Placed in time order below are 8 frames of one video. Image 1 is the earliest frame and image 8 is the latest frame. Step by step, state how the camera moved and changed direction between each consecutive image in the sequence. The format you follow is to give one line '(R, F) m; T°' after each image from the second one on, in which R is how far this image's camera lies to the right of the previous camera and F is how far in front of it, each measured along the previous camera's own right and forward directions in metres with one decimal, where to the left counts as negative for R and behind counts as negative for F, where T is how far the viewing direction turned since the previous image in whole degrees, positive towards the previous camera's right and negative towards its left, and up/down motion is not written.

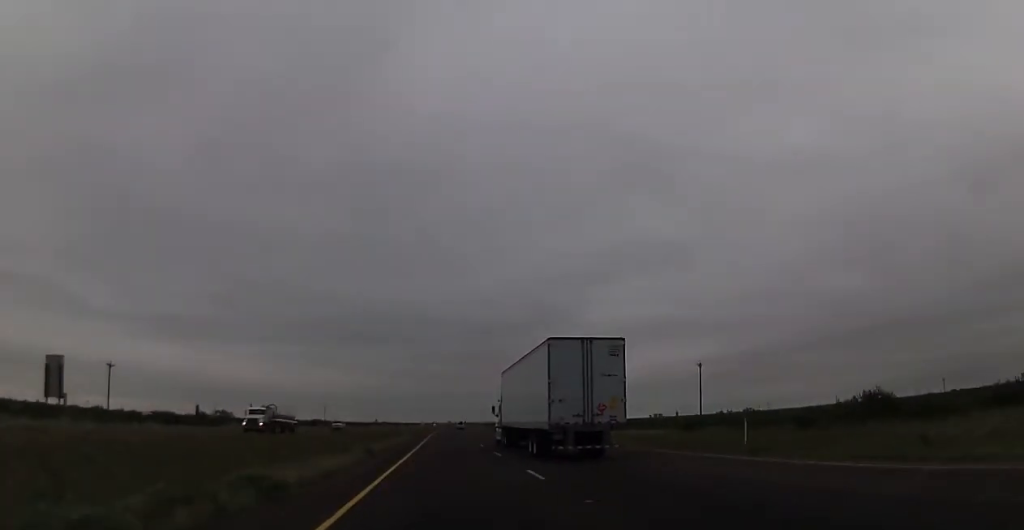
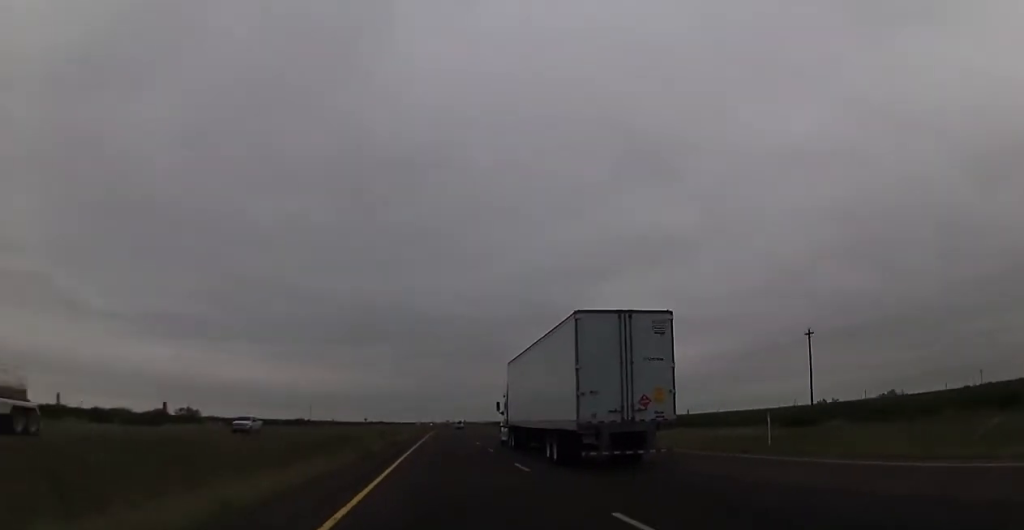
(+0.3, +33.5) m; 0°
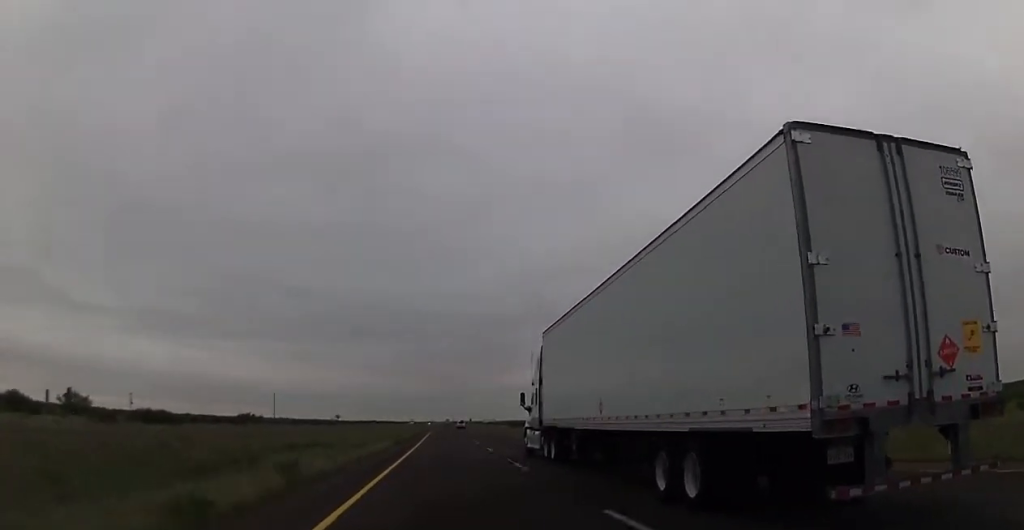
(+0.1, +72.1) m; +1°
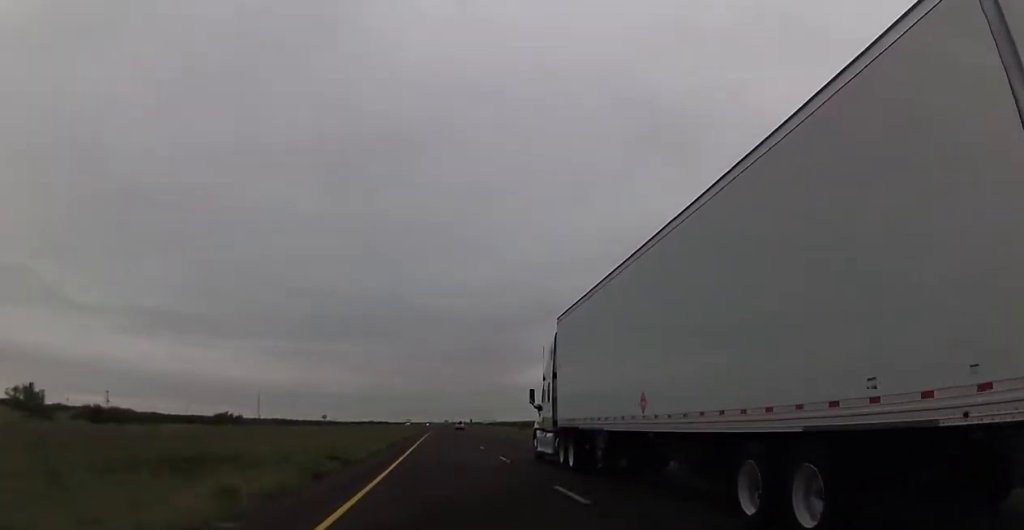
(+0.1, +19.8) m; 0°
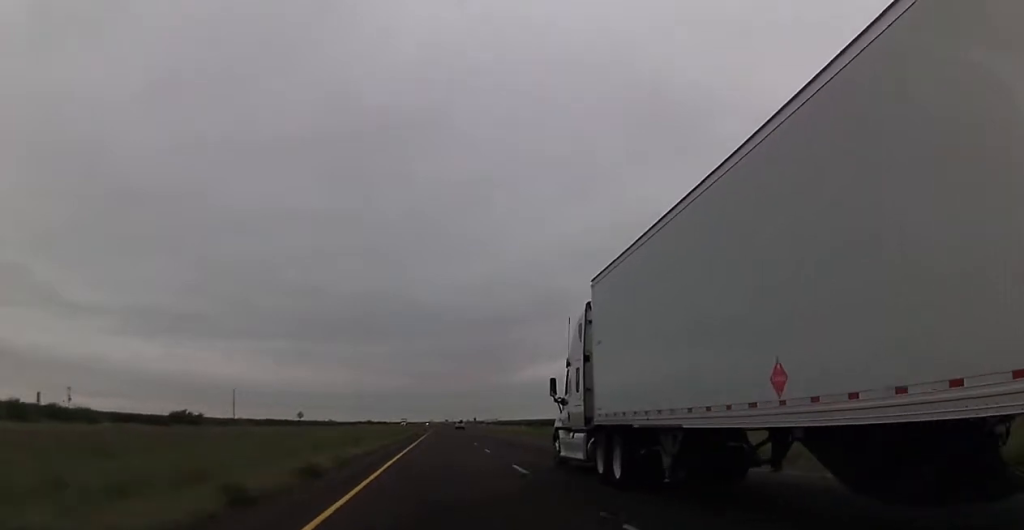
(+0.1, +29.8) m; -1°
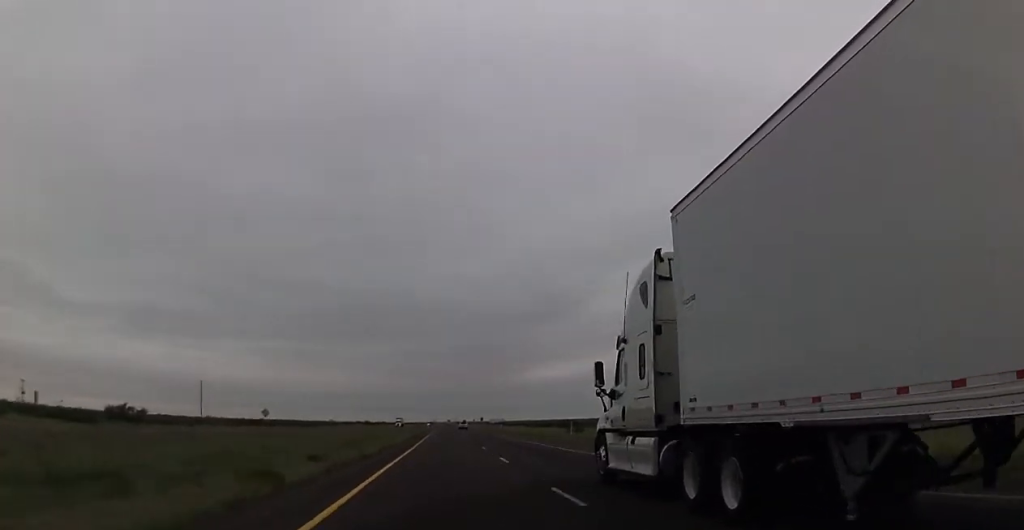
(-0.4, +31.2) m; 0°
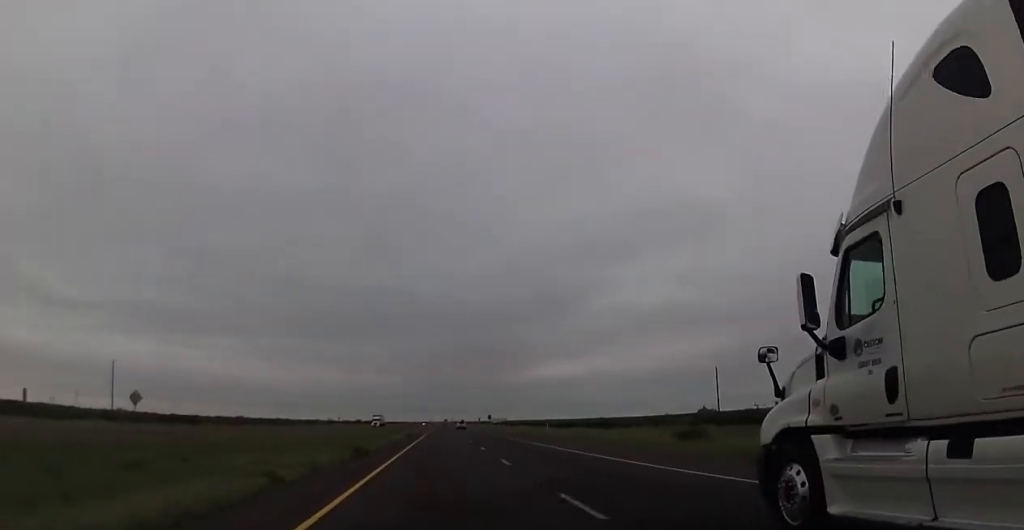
(+0.4, +49.9) m; +1°
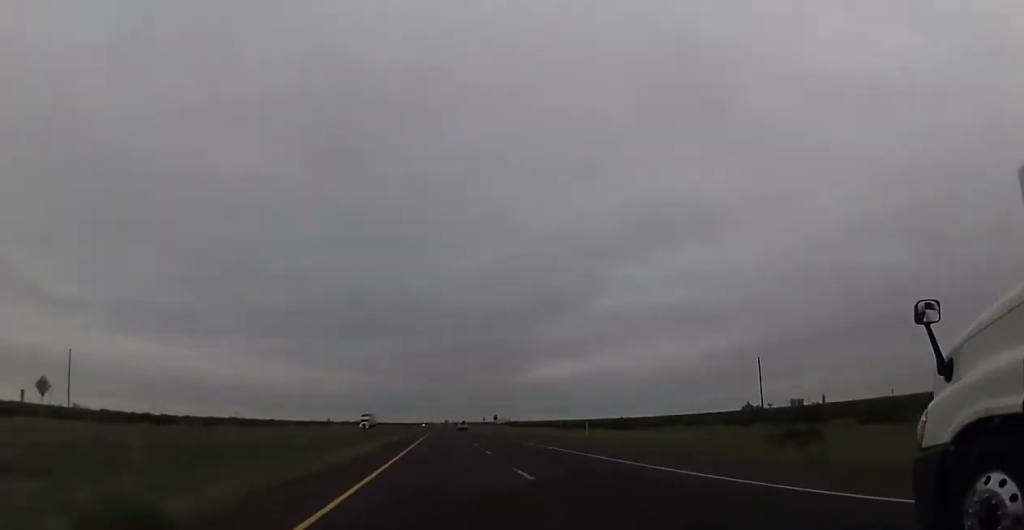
(0.0, +17.3) m; 0°
